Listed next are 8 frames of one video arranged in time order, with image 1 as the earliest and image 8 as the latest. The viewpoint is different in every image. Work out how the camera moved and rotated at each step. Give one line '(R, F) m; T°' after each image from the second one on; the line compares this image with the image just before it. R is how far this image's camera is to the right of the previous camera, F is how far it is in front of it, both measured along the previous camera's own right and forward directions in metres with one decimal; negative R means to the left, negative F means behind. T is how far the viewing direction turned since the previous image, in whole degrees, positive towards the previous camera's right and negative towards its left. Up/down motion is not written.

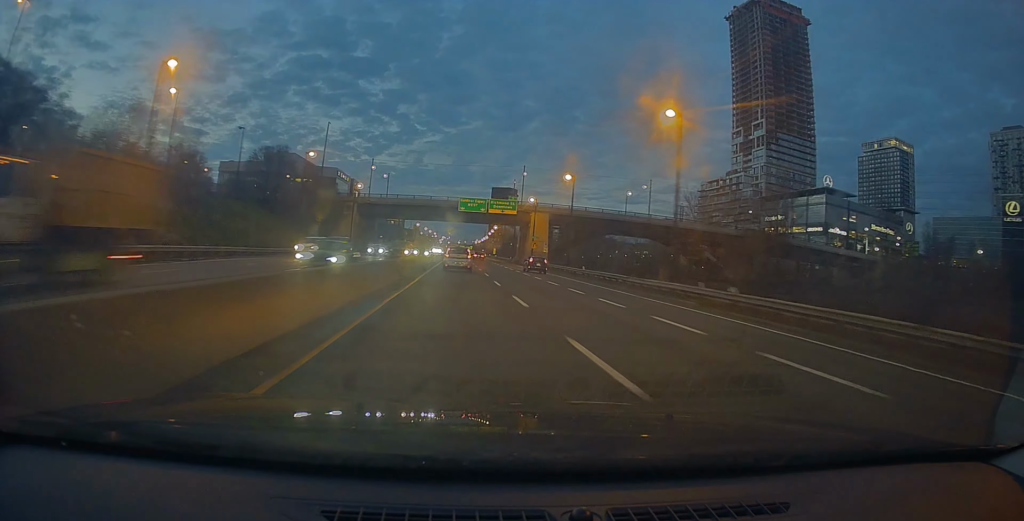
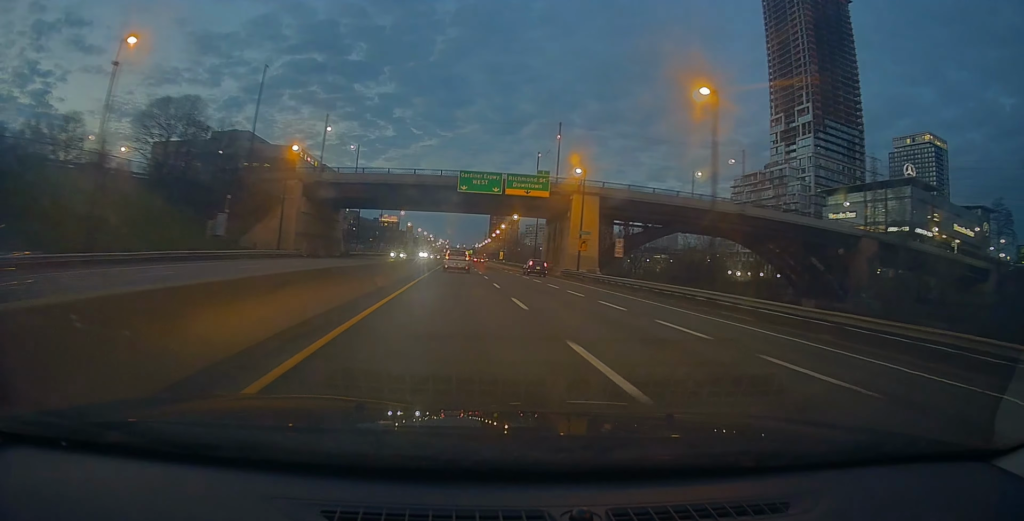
(-0.2, +36.3) m; -1°
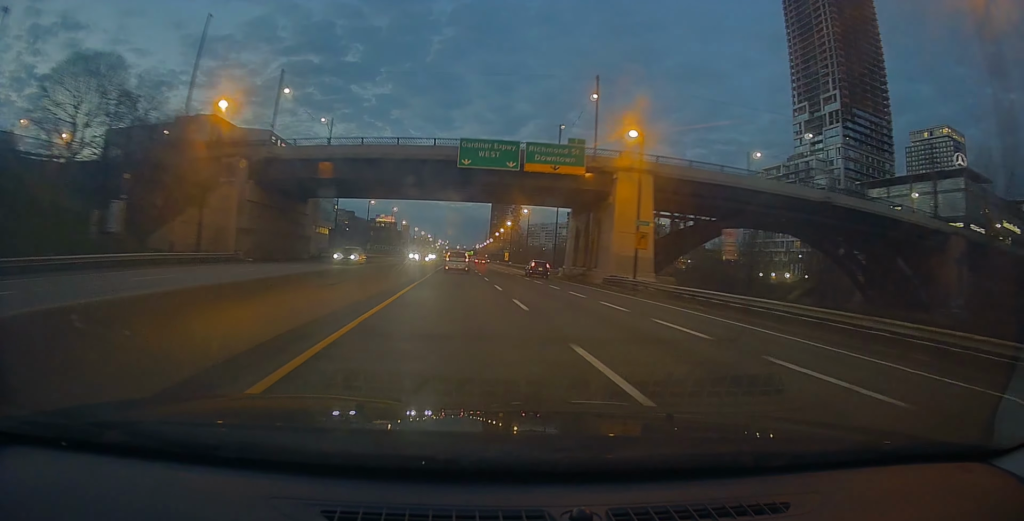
(0.0, +18.3) m; 0°
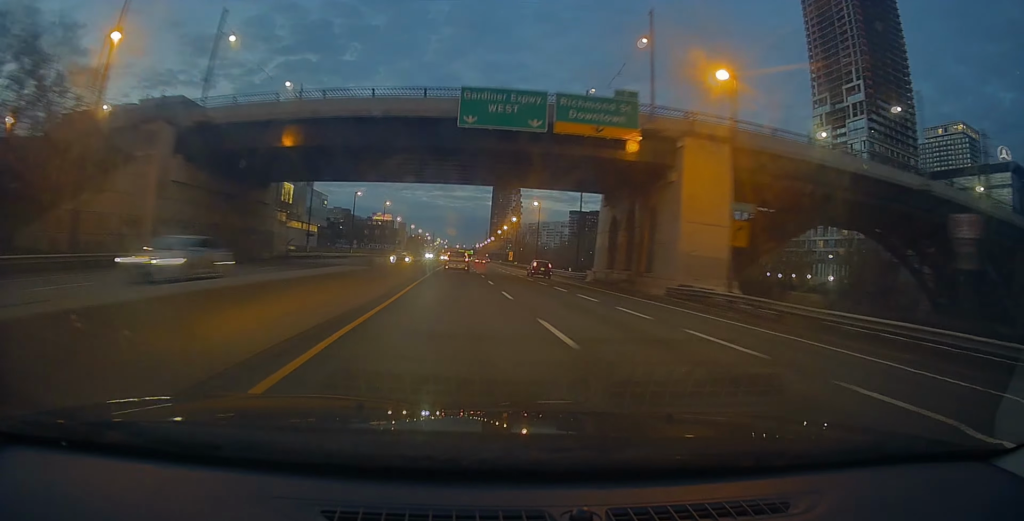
(0.0, +14.0) m; 0°
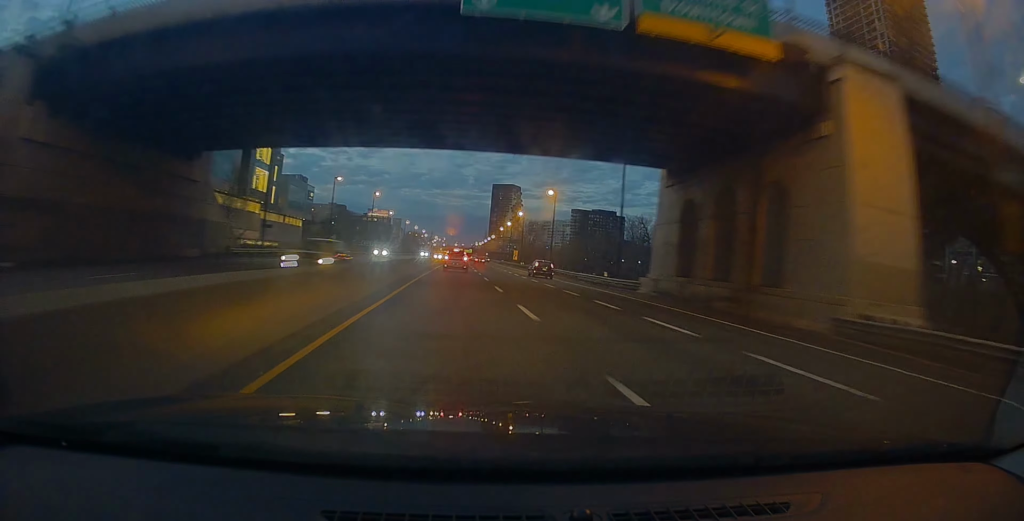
(0.0, +15.3) m; 0°
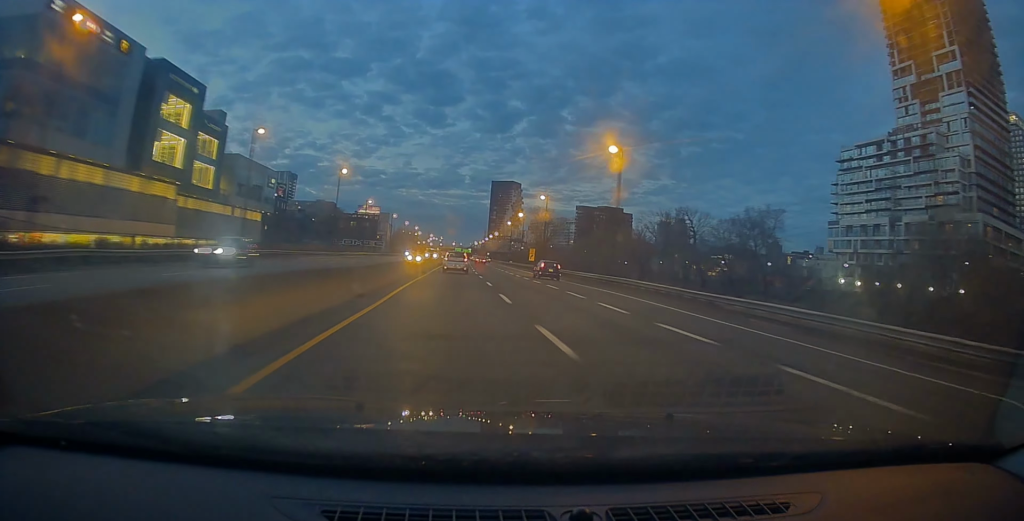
(-0.1, +31.3) m; 0°
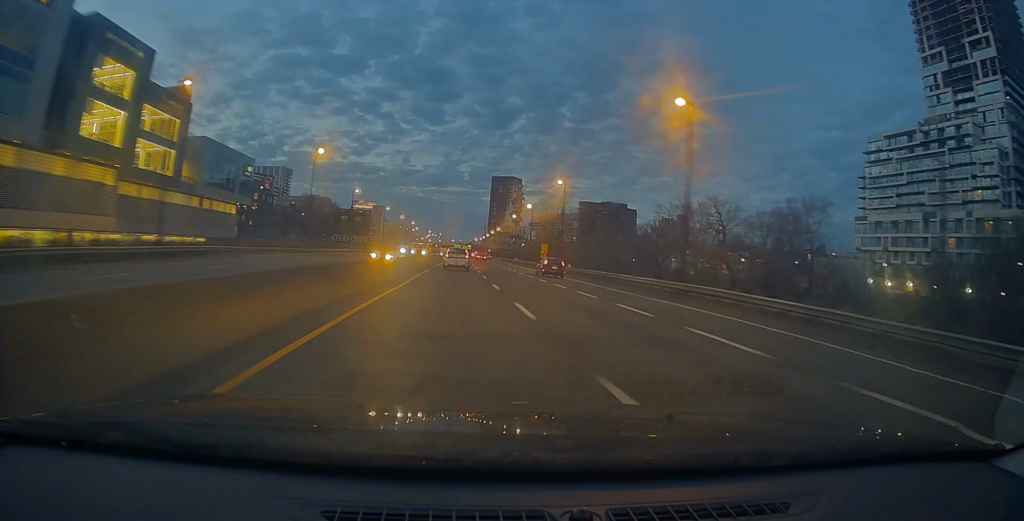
(0.0, +14.0) m; 0°
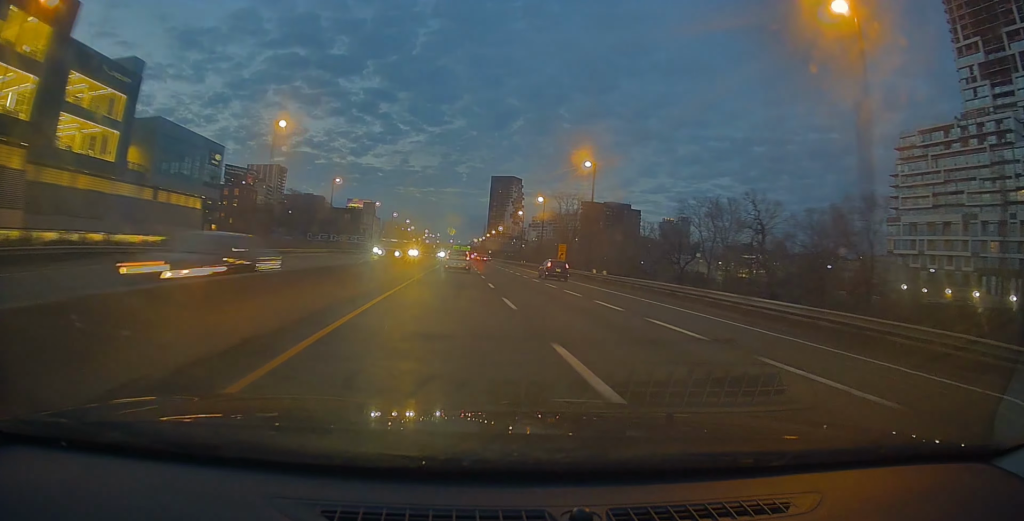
(+0.2, +15.1) m; 0°
